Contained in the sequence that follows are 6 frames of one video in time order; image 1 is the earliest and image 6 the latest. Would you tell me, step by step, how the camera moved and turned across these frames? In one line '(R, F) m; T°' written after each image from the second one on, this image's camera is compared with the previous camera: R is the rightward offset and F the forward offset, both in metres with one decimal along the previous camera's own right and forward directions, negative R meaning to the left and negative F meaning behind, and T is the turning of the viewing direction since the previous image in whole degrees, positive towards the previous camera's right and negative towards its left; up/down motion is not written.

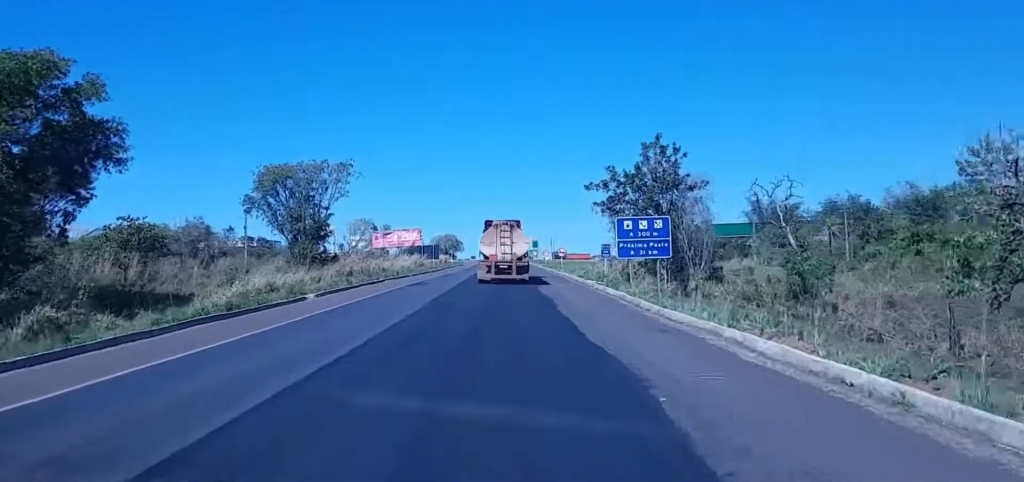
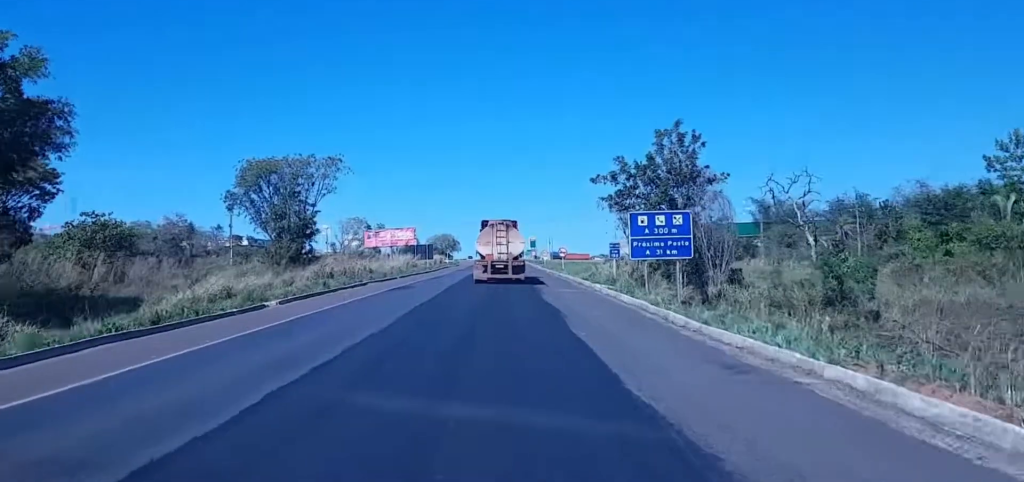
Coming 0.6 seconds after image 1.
(-0.4, +6.7) m; -1°
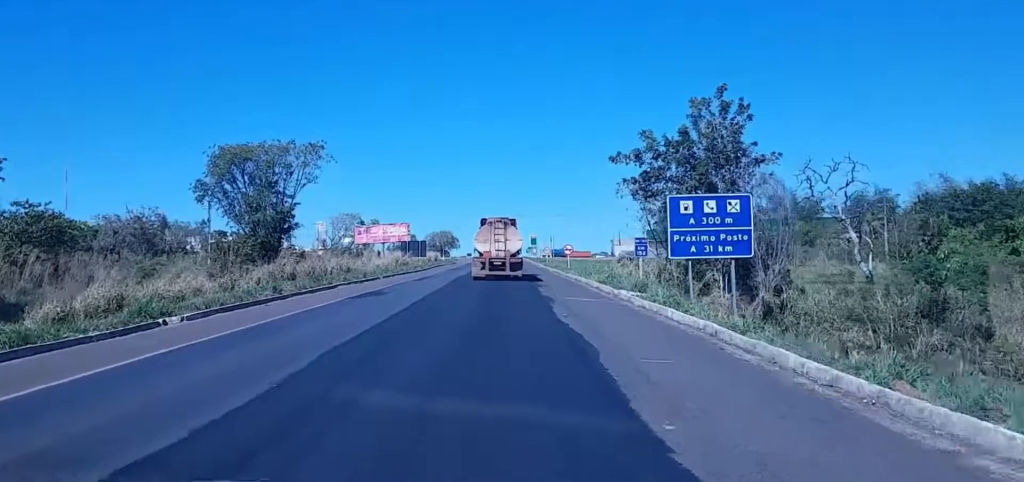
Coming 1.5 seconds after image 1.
(+0.1, +11.2) m; 0°
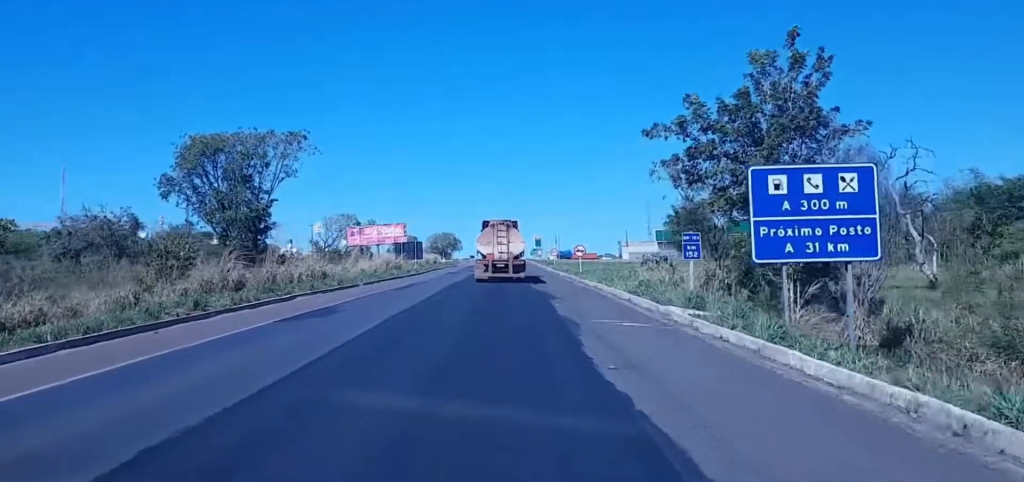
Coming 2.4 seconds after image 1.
(-0.1, +11.0) m; 0°
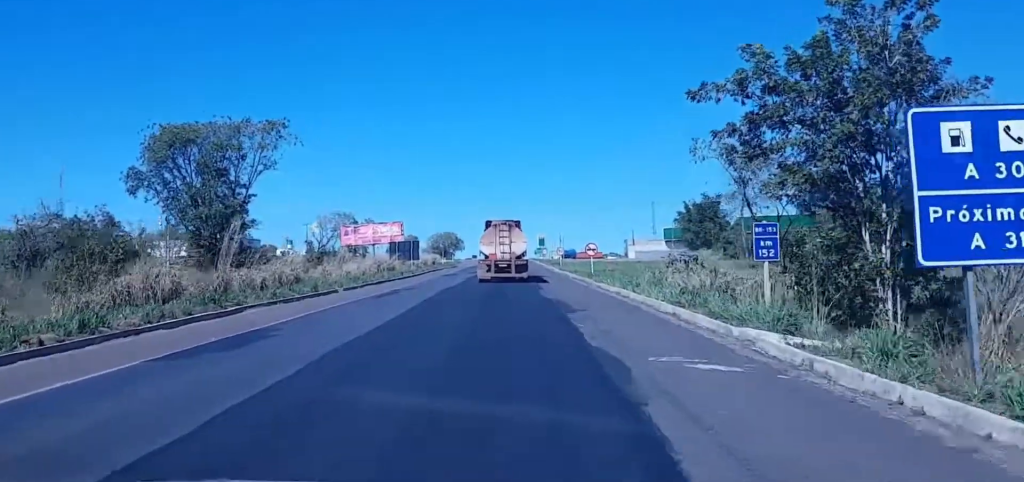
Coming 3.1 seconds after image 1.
(-0.1, +8.7) m; -1°
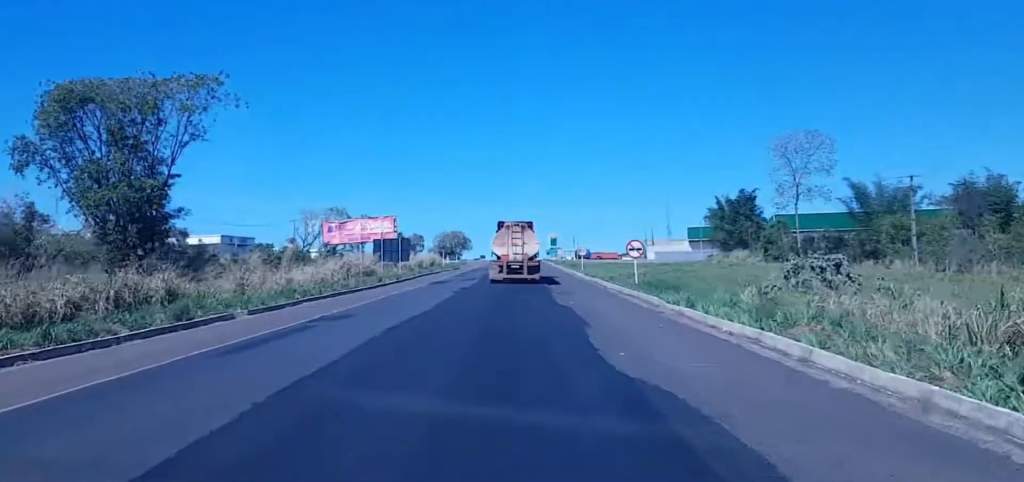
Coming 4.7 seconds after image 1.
(-1.0, +20.9) m; -4°
